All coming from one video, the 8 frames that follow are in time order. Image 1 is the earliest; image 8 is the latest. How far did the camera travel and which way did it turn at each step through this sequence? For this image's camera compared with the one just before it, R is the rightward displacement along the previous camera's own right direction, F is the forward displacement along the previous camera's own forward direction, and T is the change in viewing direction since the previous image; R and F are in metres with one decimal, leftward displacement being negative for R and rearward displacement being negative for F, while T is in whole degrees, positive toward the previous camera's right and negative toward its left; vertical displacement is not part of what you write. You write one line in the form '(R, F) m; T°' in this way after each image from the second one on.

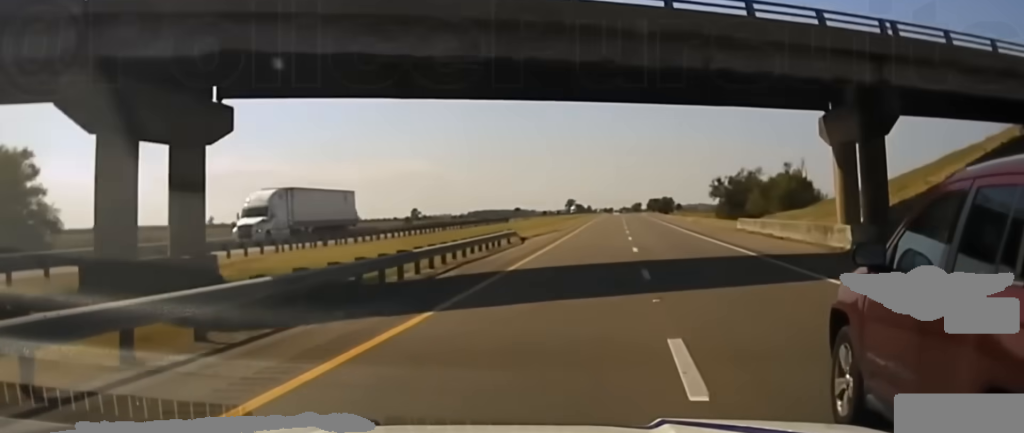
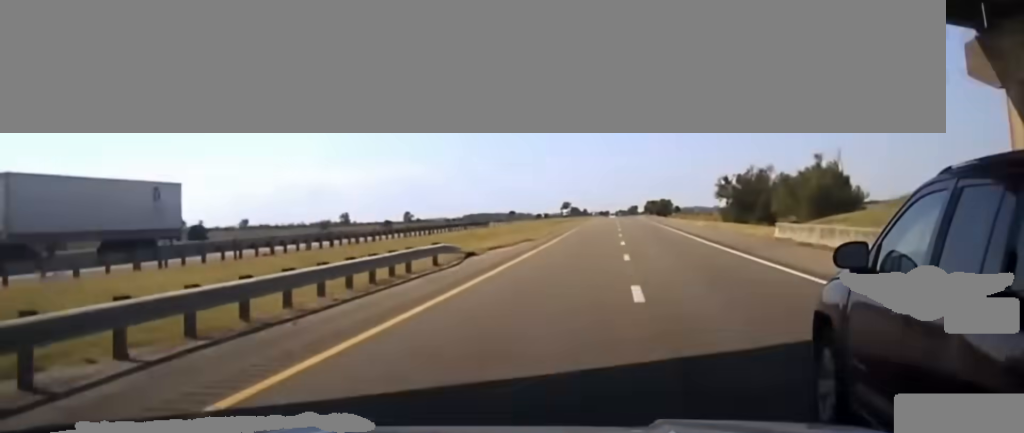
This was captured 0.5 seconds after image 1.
(+0.2, +18.6) m; 0°
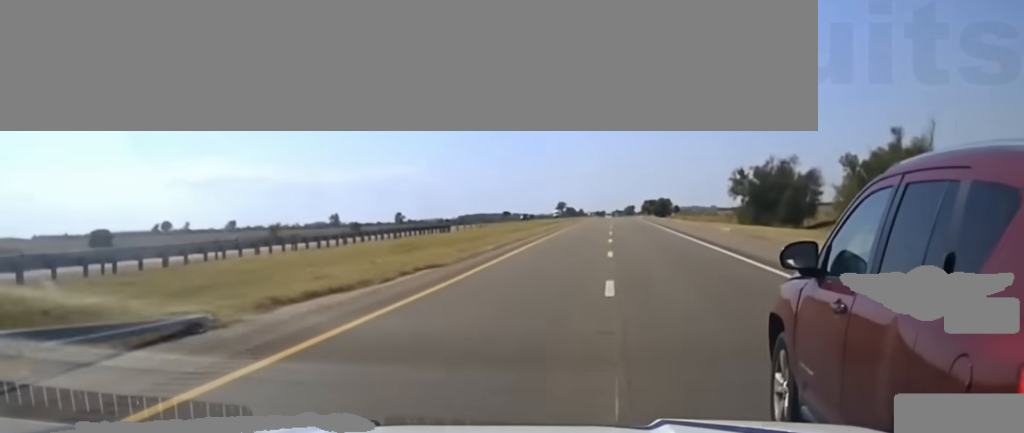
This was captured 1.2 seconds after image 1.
(0.0, +24.8) m; 0°
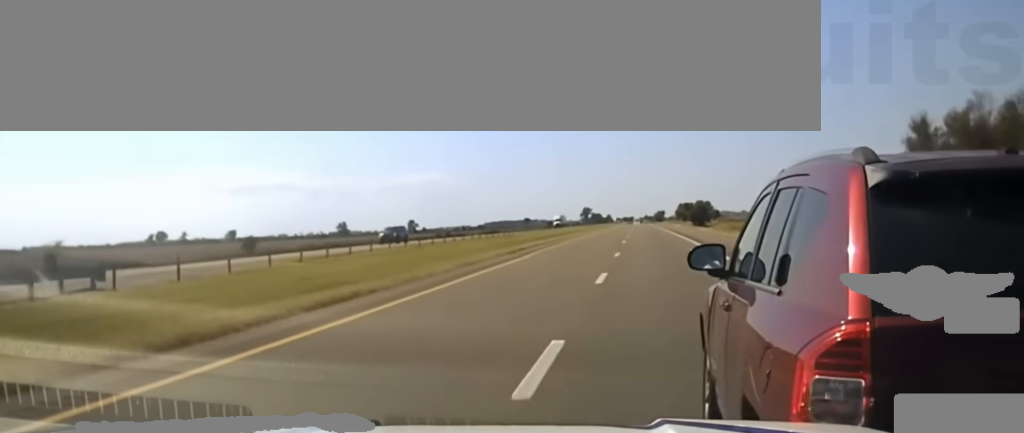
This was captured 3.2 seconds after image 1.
(-0.9, +63.9) m; -1°
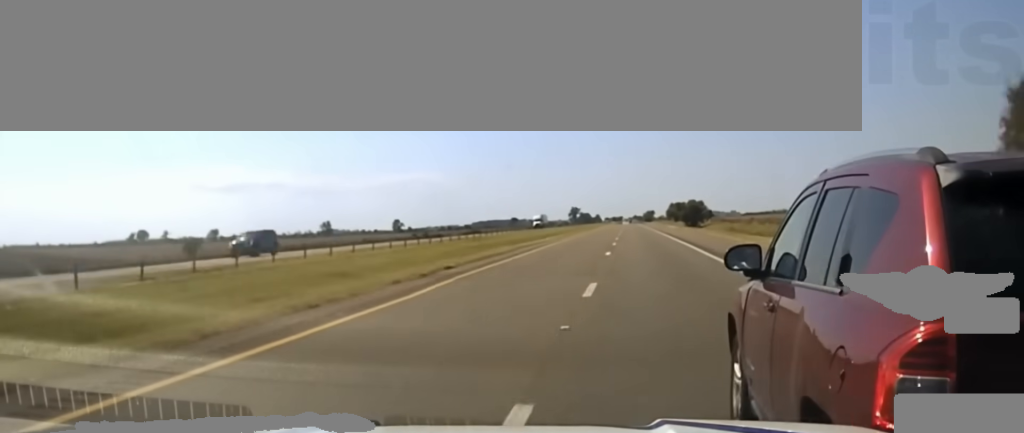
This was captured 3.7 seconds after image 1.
(0.0, +13.3) m; 0°
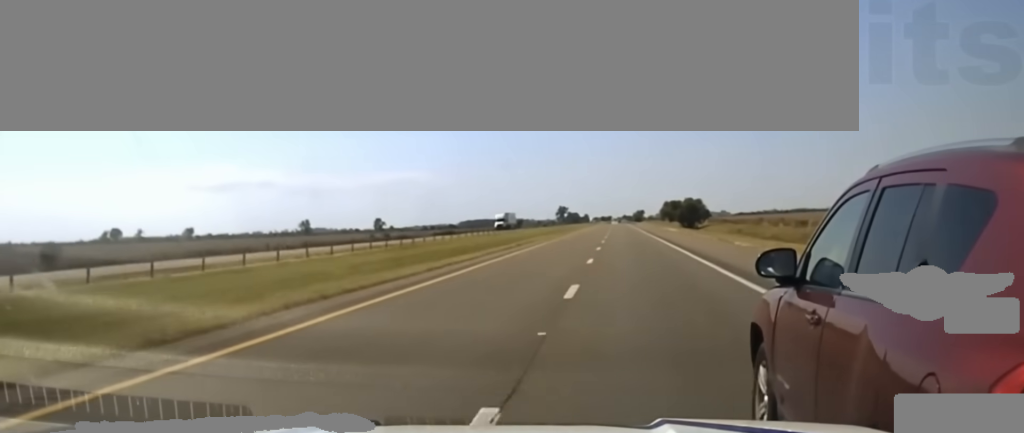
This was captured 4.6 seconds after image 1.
(+0.3, +27.6) m; +1°
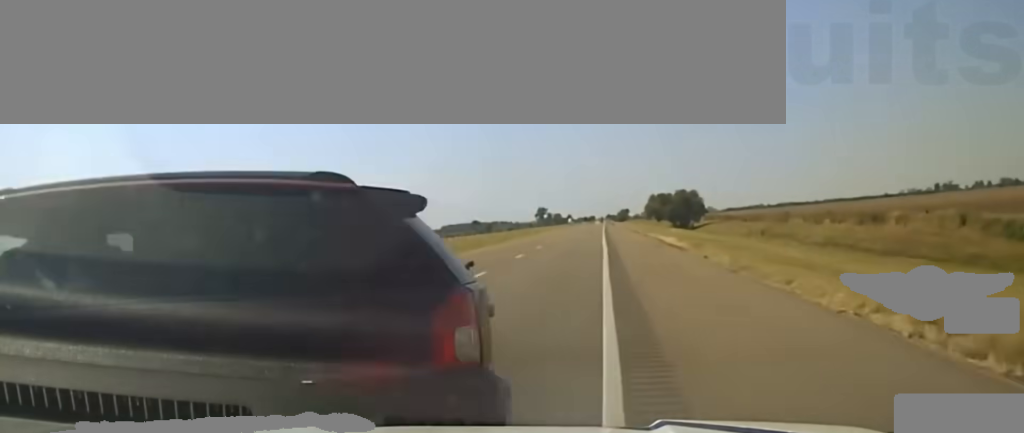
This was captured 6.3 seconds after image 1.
(+1.3, +56.0) m; +3°
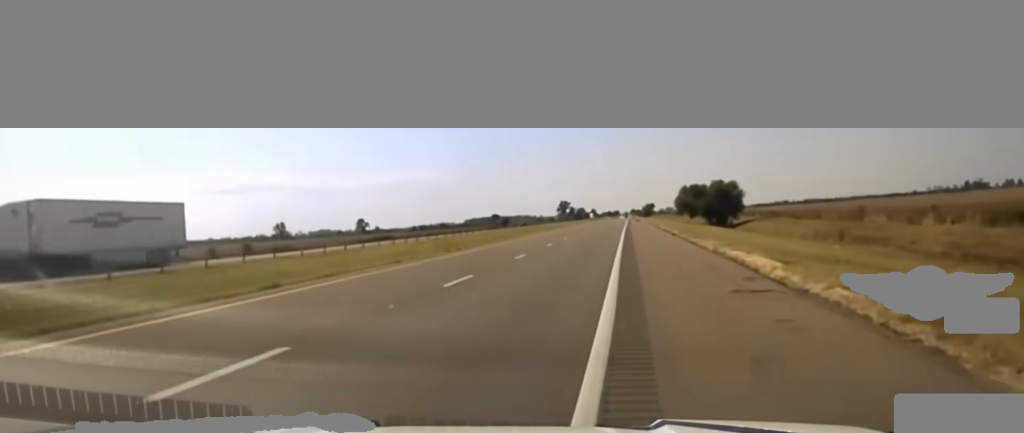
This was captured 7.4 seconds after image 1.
(0.0, +34.7) m; 0°
